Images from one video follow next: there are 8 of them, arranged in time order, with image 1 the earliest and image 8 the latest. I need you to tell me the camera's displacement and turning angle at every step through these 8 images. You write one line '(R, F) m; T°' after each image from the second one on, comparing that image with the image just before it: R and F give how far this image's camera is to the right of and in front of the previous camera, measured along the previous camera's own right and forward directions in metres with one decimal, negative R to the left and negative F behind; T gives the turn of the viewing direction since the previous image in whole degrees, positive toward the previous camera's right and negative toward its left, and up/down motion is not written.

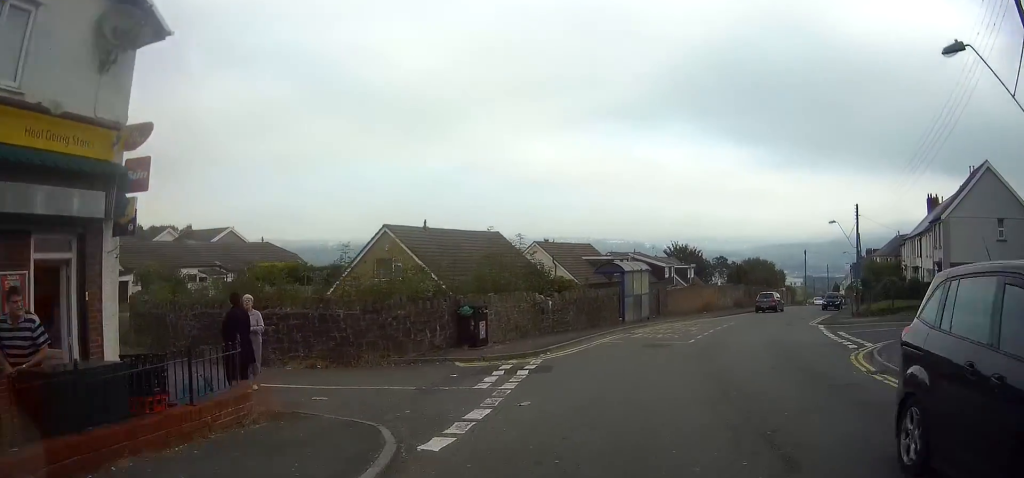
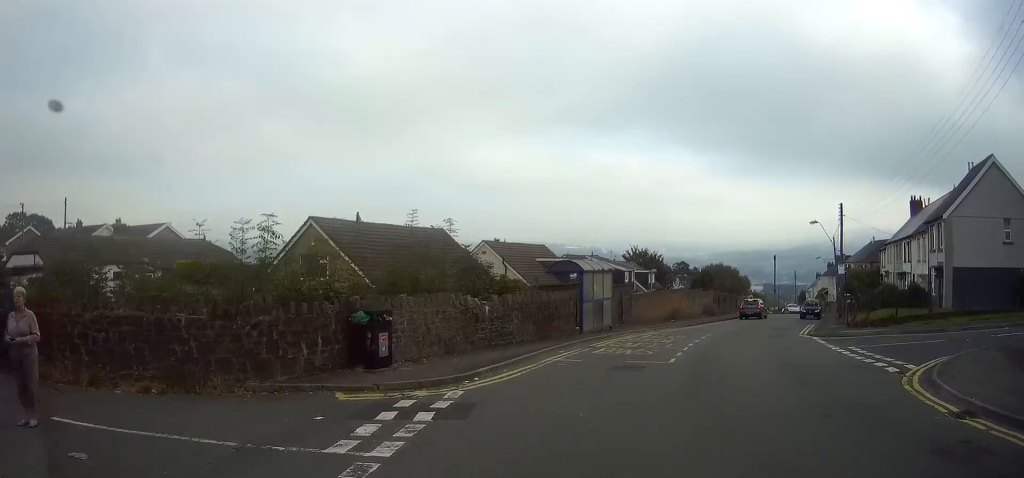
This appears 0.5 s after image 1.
(+0.2, +4.9) m; +5°
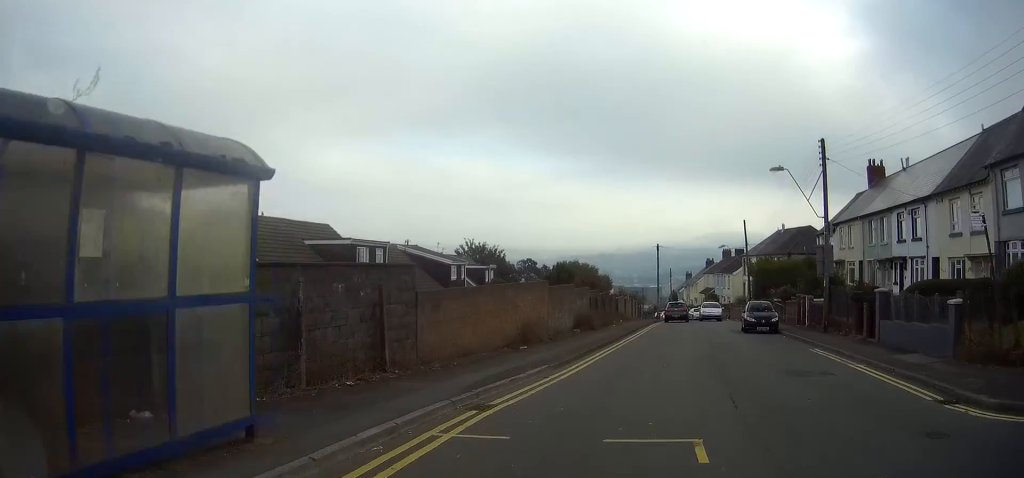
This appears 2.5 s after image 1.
(+3.3, +19.8) m; +17°
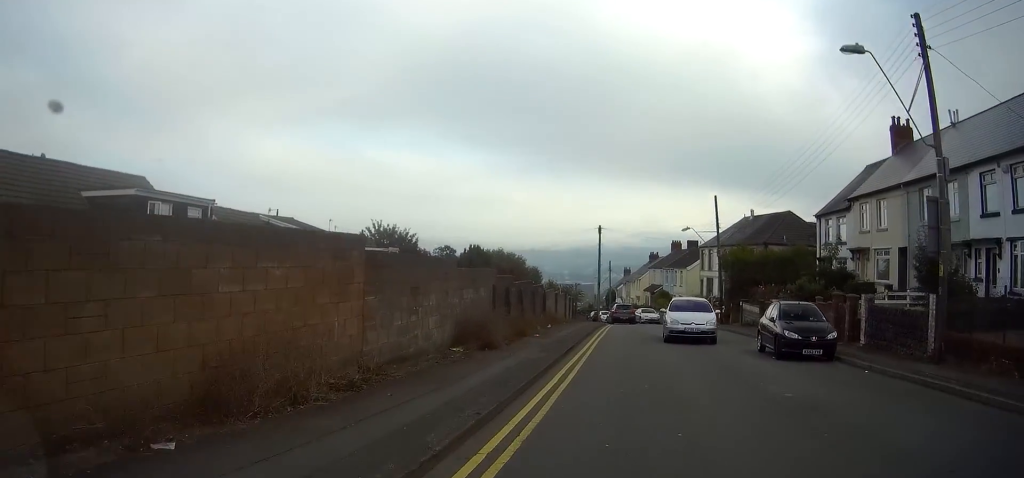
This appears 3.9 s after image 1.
(+1.0, +13.2) m; +12°
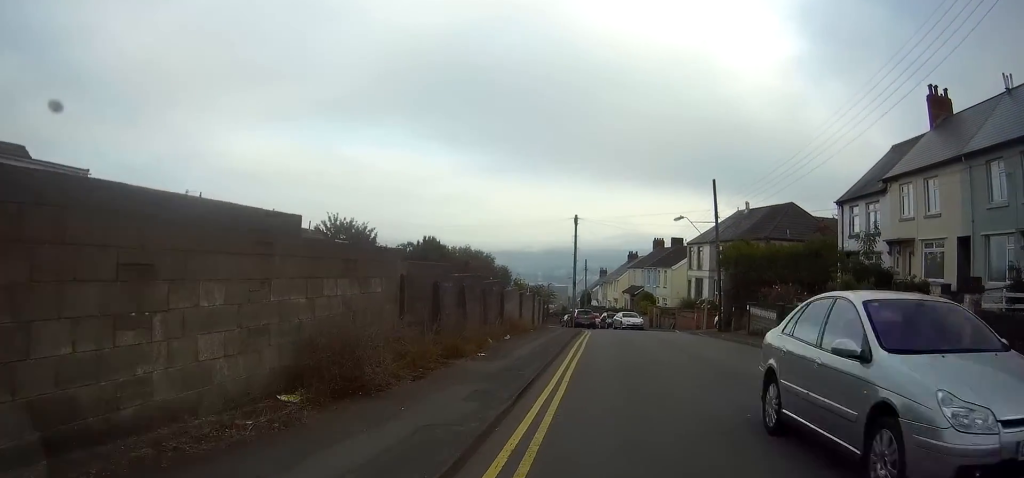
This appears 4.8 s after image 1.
(+0.8, +7.4) m; +1°
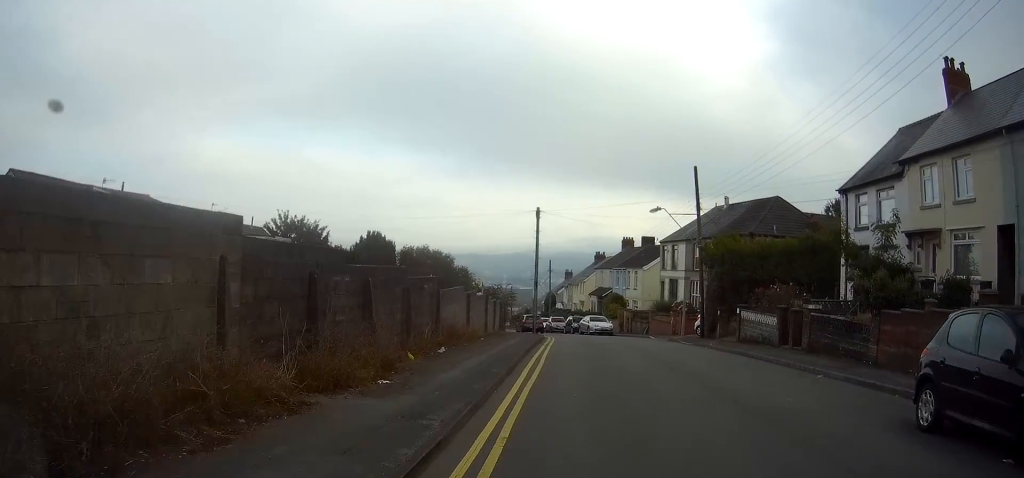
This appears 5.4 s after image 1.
(-0.3, +5.1) m; -2°
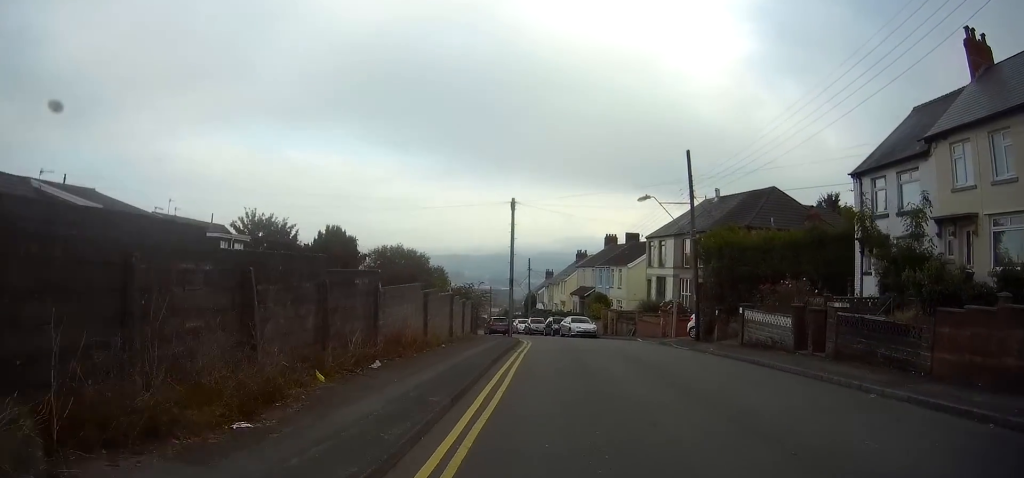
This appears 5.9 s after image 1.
(-0.1, +3.7) m; -1°
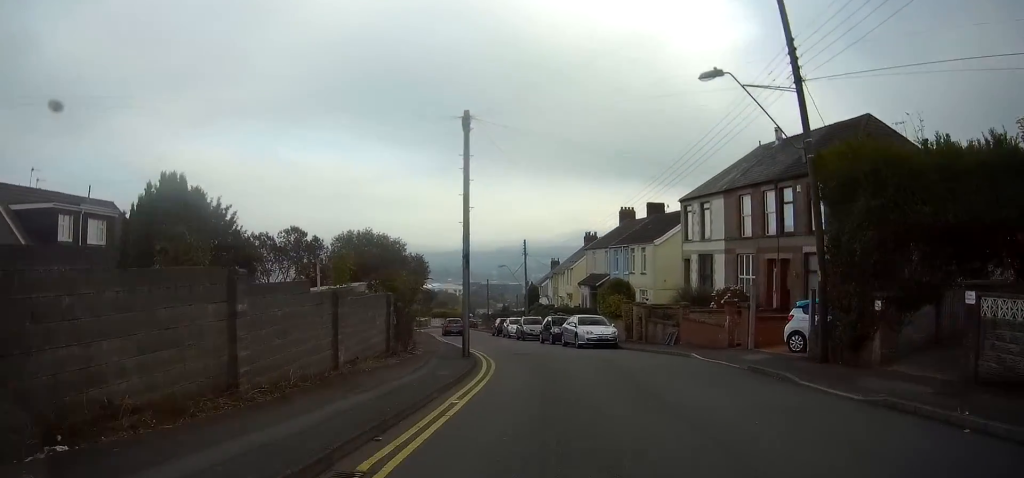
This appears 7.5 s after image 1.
(+0.1, +16.8) m; -1°
